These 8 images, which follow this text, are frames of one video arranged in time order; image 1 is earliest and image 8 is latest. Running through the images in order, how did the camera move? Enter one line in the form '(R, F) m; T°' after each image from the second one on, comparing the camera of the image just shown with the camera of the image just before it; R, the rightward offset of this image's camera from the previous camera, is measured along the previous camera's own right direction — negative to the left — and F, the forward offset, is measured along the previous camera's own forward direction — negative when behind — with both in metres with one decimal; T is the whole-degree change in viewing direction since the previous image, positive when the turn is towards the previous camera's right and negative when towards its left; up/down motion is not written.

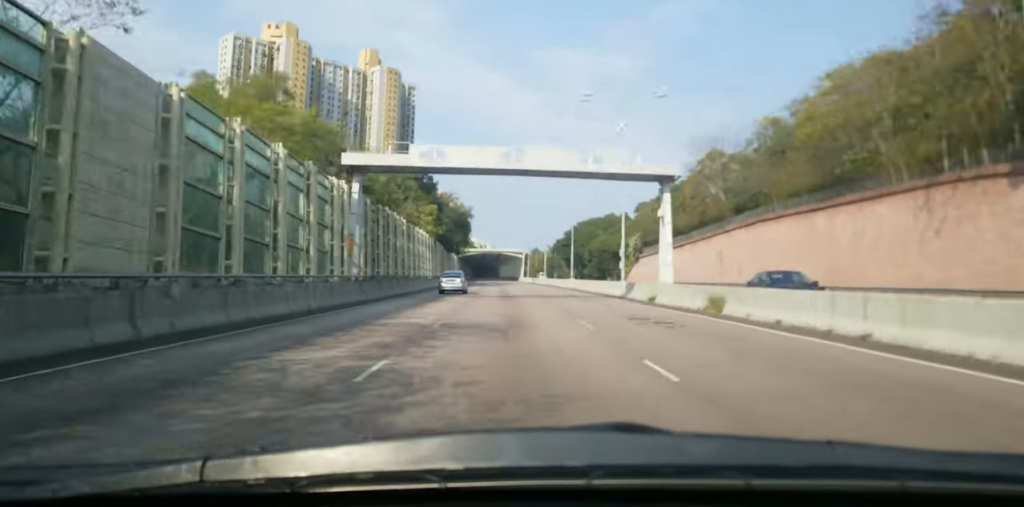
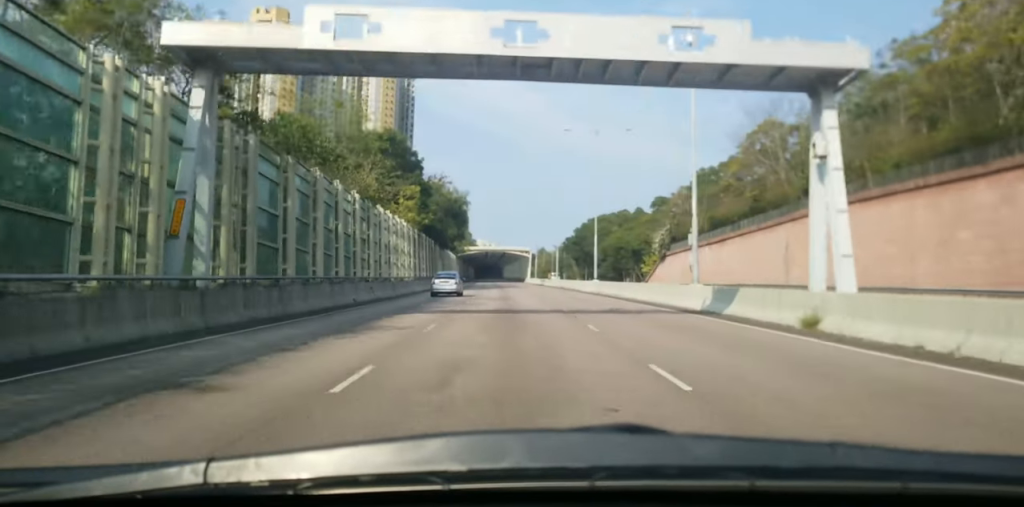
(-0.3, +18.9) m; -1°
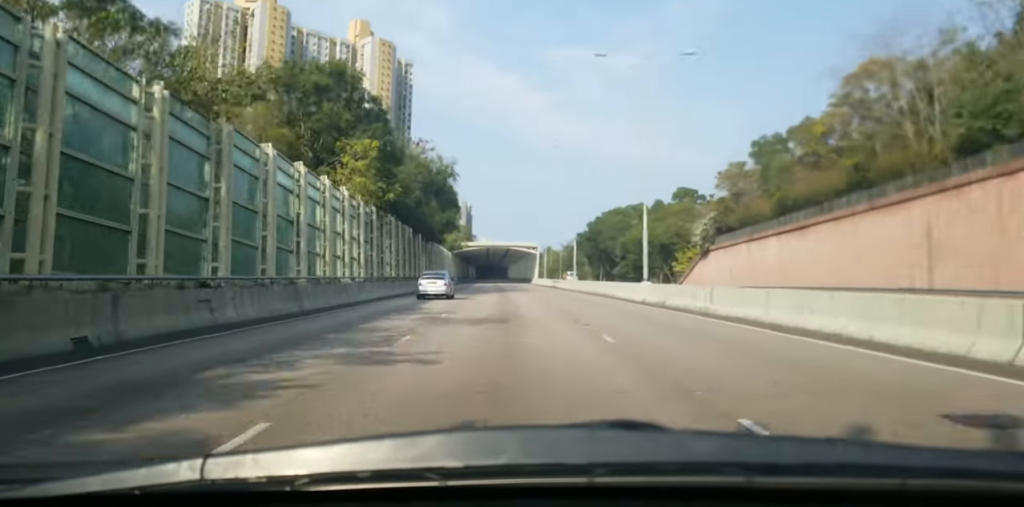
(0.0, +21.7) m; 0°
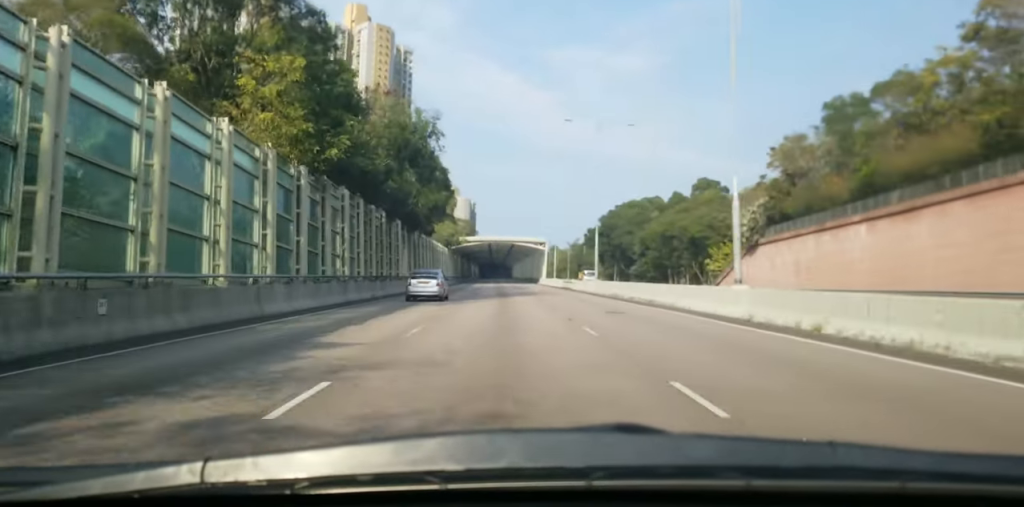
(0.0, +16.3) m; 0°
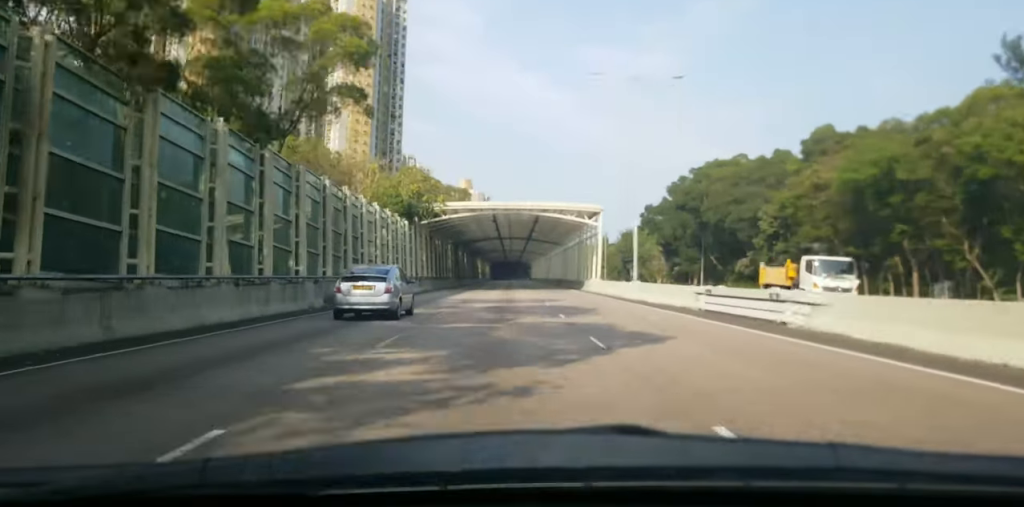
(-0.7, +56.2) m; 0°
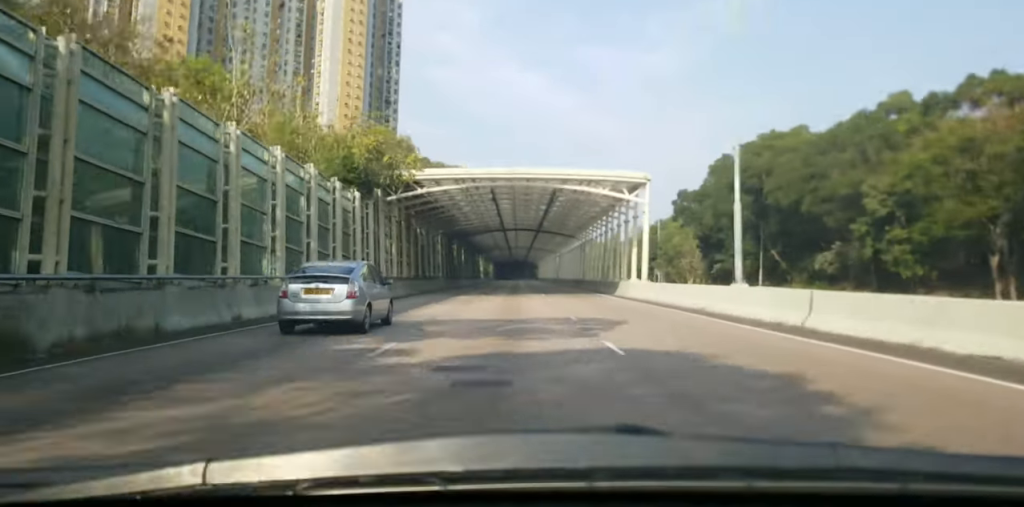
(+0.6, +19.2) m; +1°
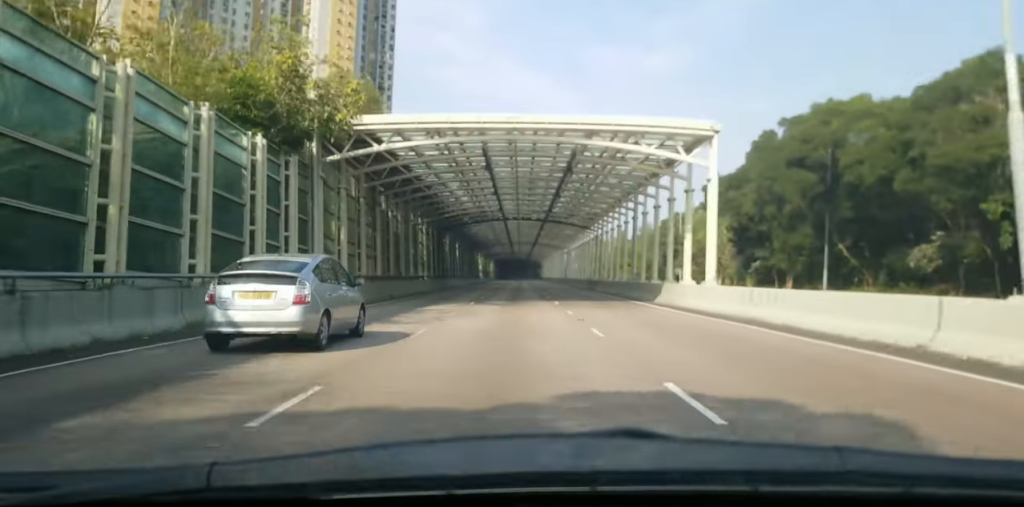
(-0.2, +15.6) m; 0°
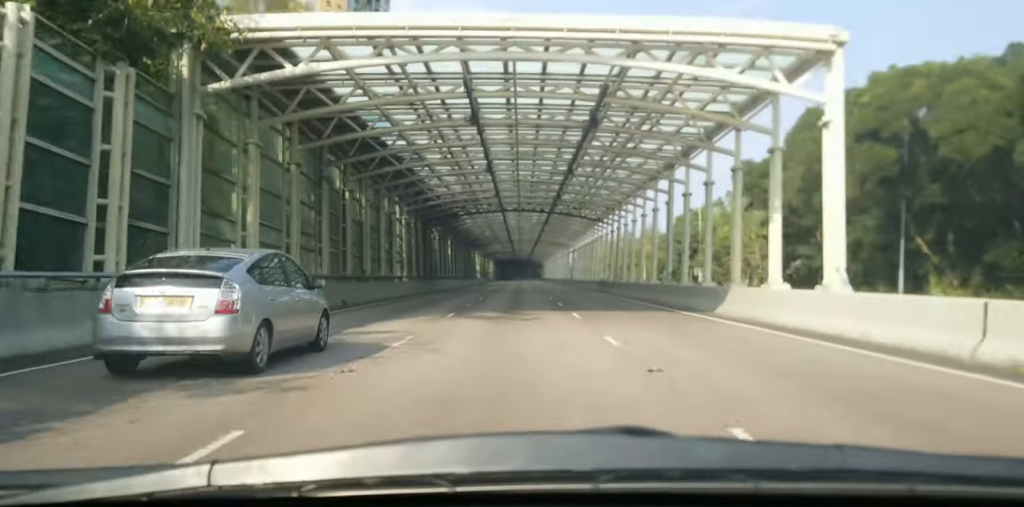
(-0.1, +11.0) m; 0°
